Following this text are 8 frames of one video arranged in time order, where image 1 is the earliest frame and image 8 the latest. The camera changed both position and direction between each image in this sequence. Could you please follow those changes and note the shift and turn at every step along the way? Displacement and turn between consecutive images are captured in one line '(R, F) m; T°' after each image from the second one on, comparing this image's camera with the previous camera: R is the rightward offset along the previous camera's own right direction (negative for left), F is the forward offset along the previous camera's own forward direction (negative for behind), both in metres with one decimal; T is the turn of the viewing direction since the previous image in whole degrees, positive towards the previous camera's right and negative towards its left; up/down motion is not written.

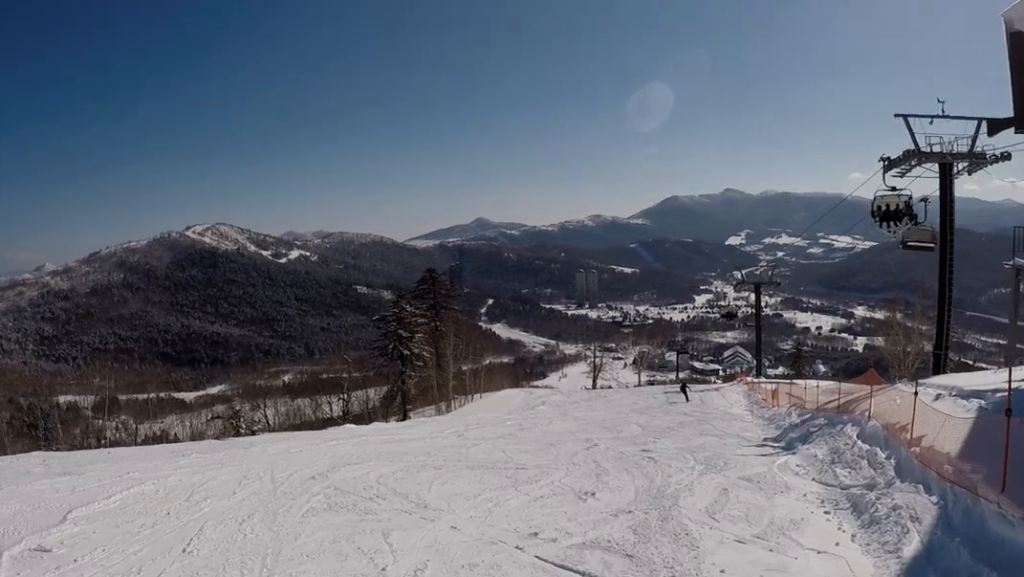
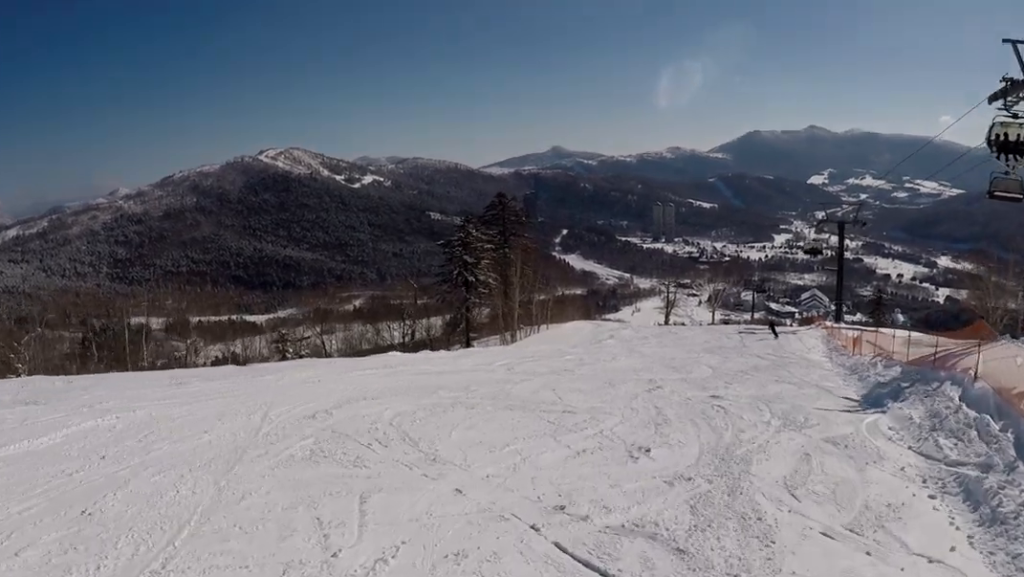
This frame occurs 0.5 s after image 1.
(0.0, +2.2) m; -3°
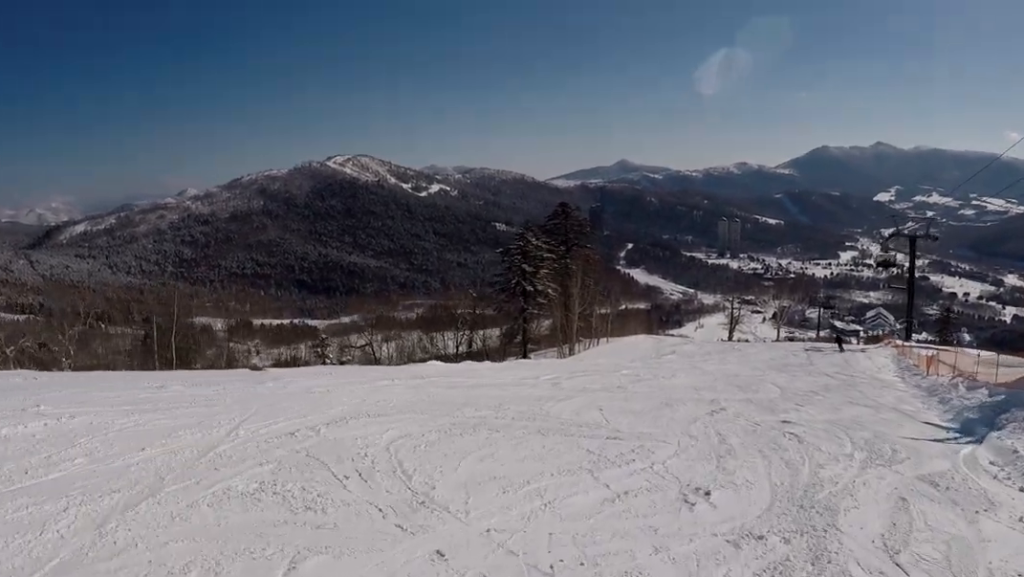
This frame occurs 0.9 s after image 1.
(-0.5, +2.1) m; +1°
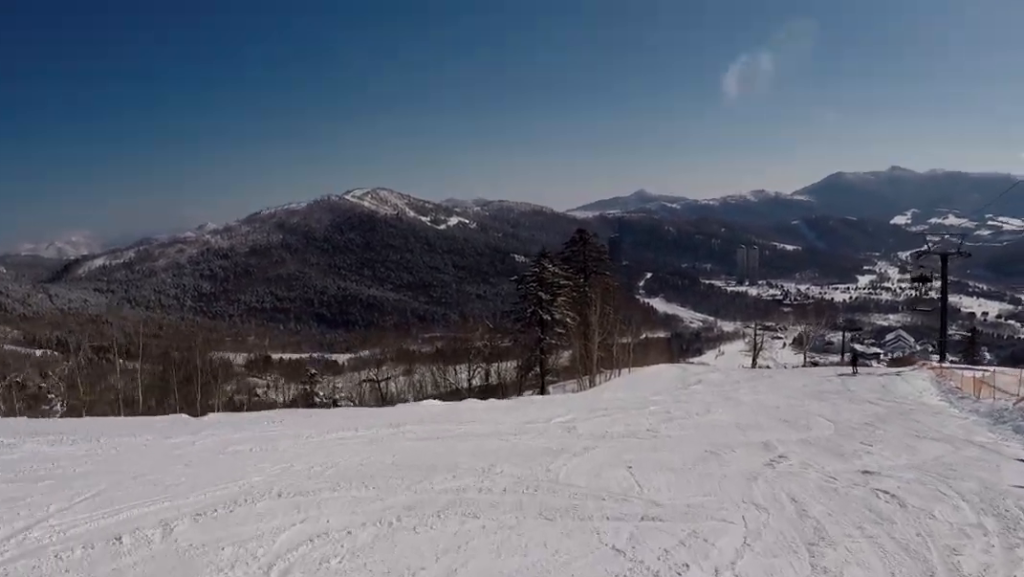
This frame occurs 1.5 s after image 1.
(-0.3, +3.3) m; +4°
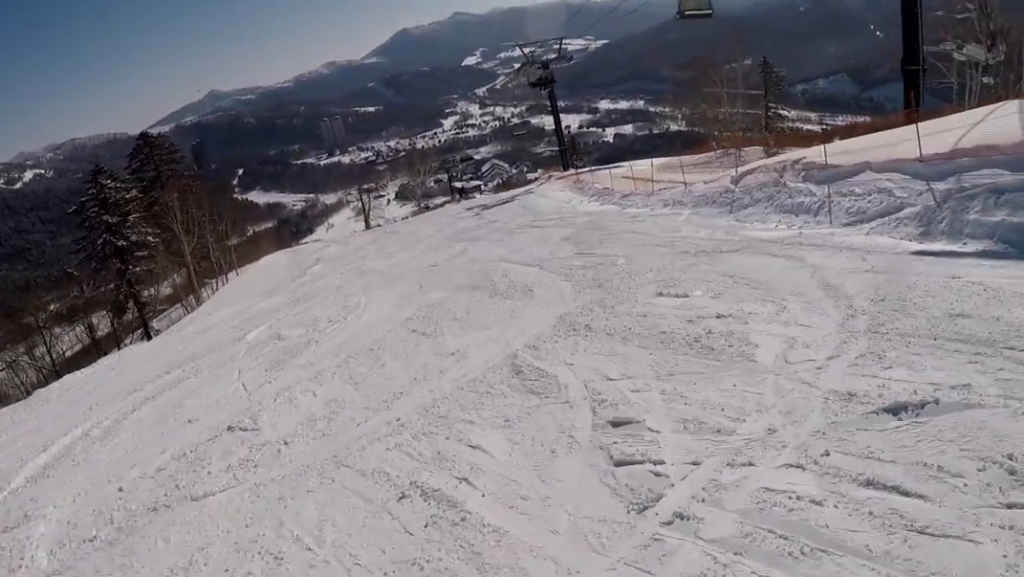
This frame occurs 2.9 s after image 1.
(+1.9, +8.3) m; +11°
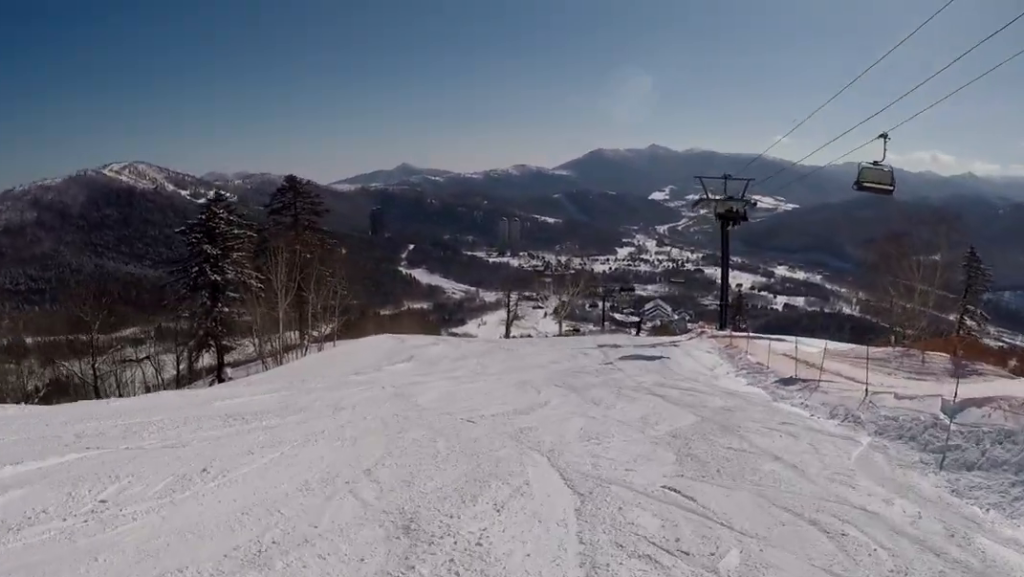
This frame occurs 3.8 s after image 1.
(-0.2, +6.3) m; -10°
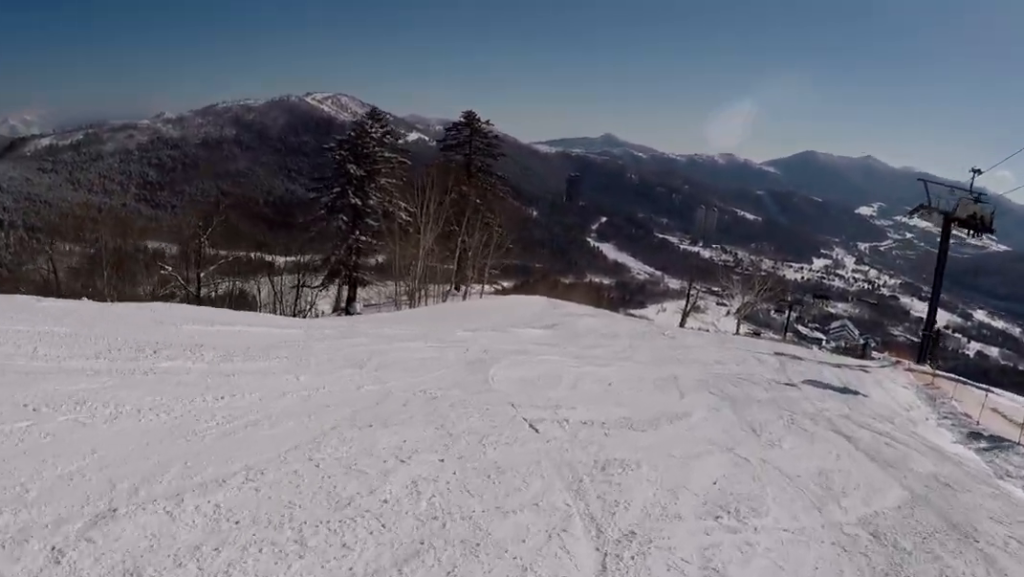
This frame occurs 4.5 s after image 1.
(-0.3, +4.9) m; -7°
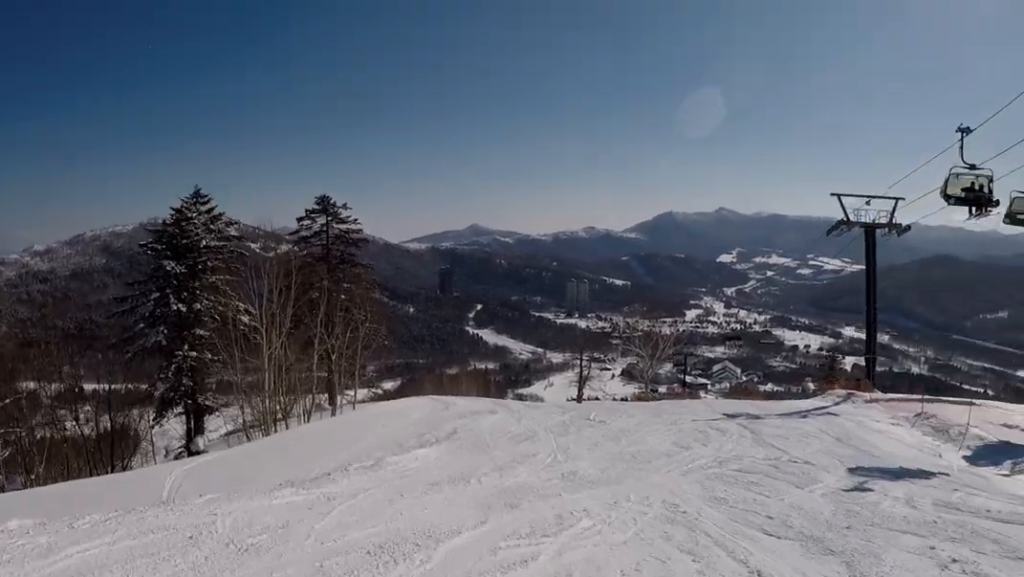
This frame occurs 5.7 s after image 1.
(-0.4, +8.2) m; +11°
